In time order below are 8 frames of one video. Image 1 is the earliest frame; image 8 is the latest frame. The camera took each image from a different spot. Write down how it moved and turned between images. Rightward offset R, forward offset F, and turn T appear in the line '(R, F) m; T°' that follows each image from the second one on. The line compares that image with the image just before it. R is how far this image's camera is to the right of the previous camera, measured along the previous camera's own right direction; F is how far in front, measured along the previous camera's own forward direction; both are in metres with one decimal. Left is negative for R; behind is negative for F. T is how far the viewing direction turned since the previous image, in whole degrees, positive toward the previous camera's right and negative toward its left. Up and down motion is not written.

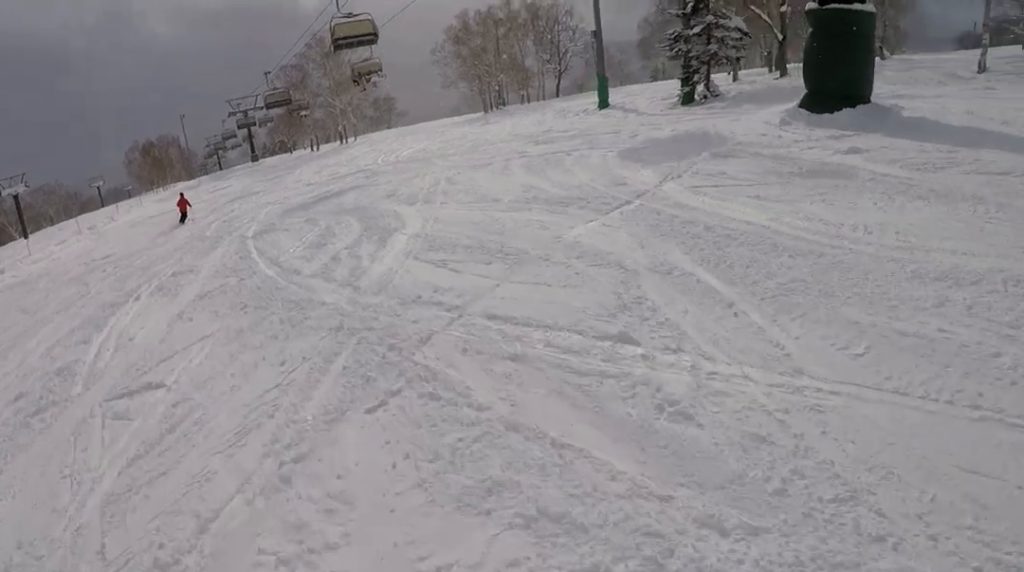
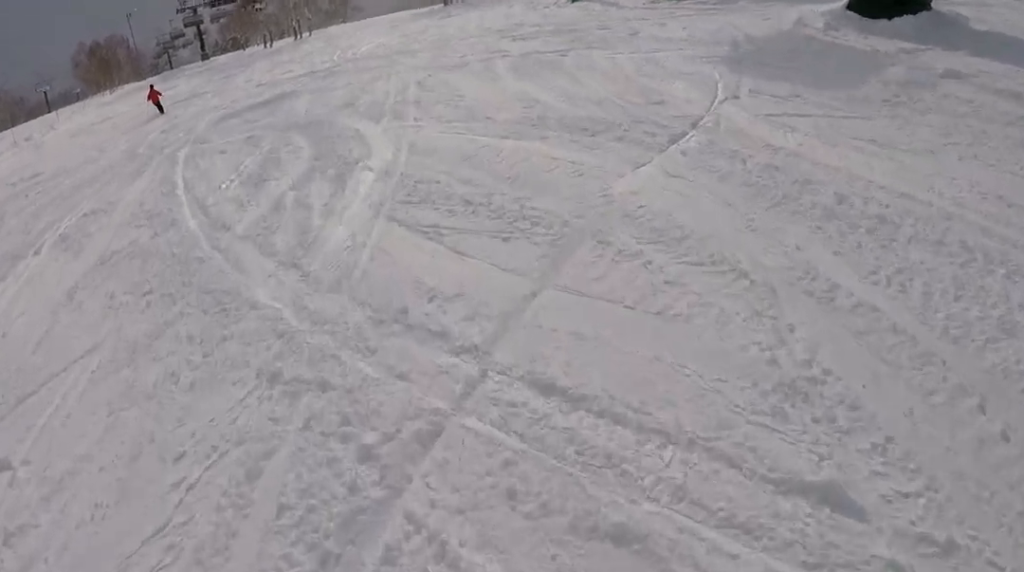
(0.0, +2.7) m; -2°
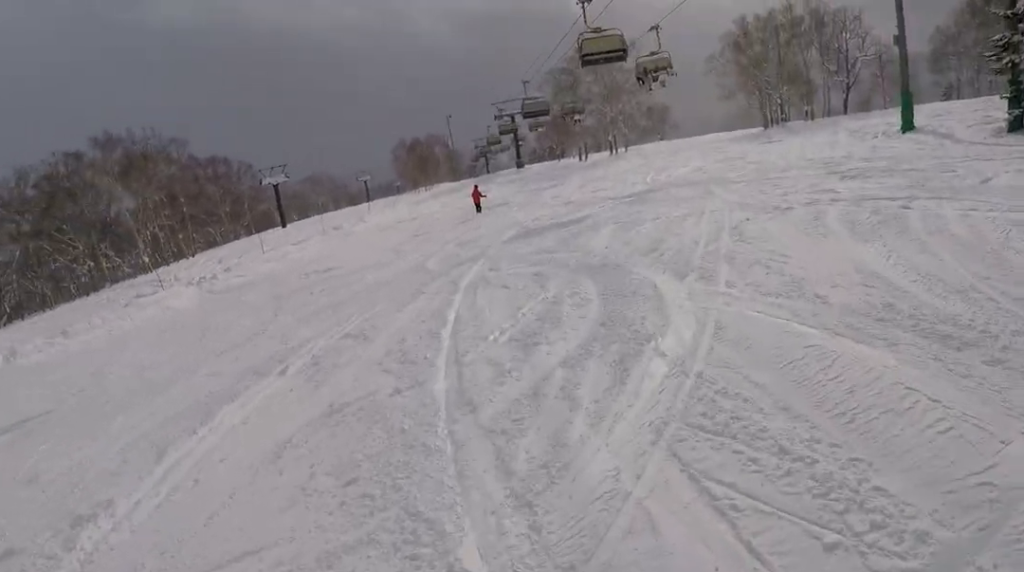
(0.0, +2.1) m; -4°
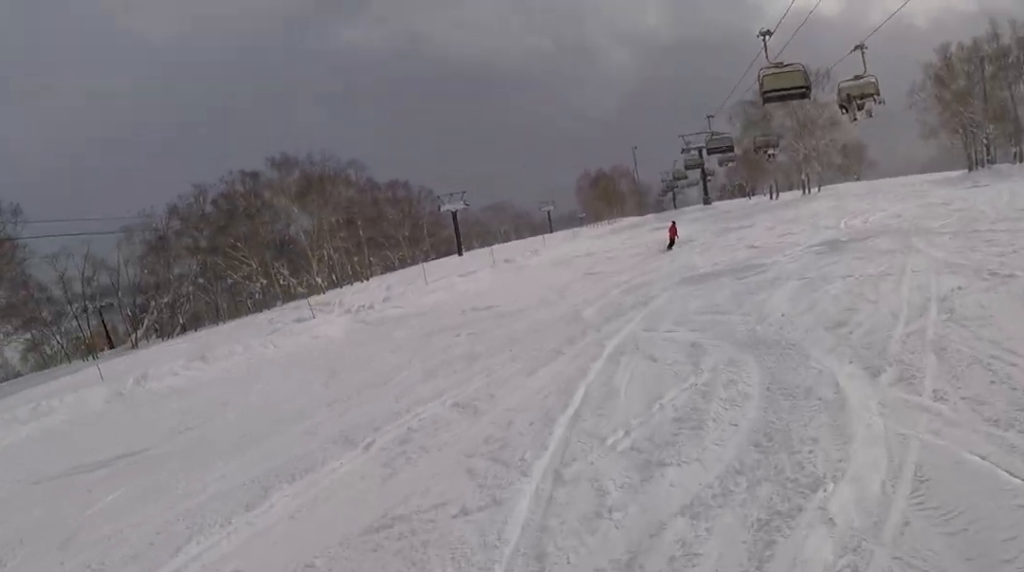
(-0.1, +2.5) m; -2°
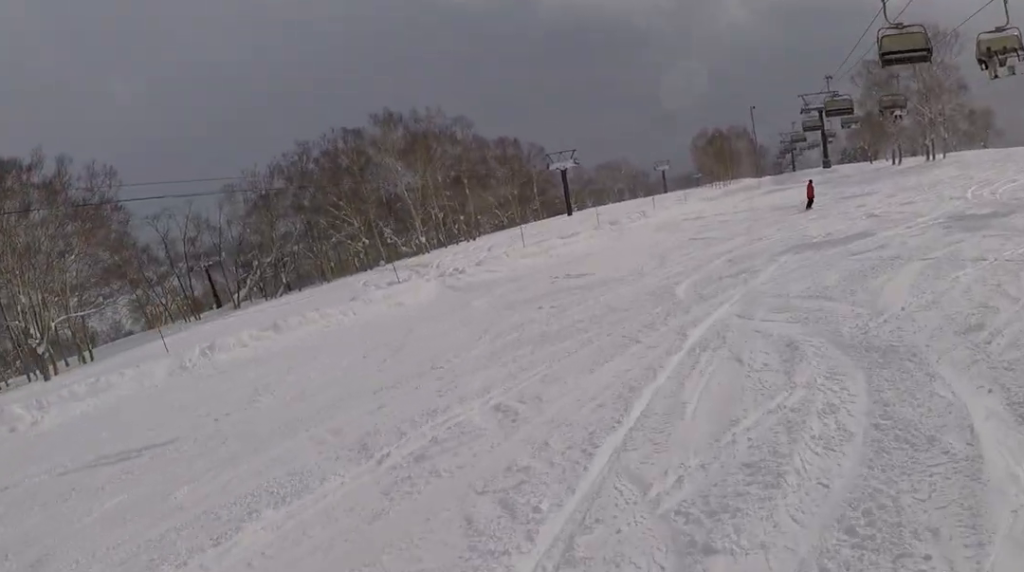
(-0.2, +2.1) m; +1°
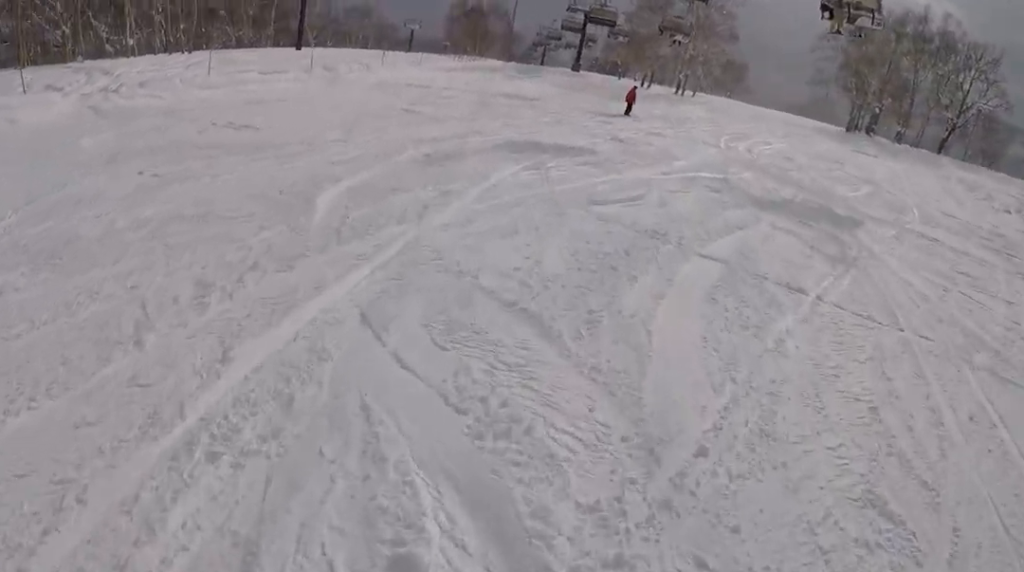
(+0.4, +6.0) m; +7°
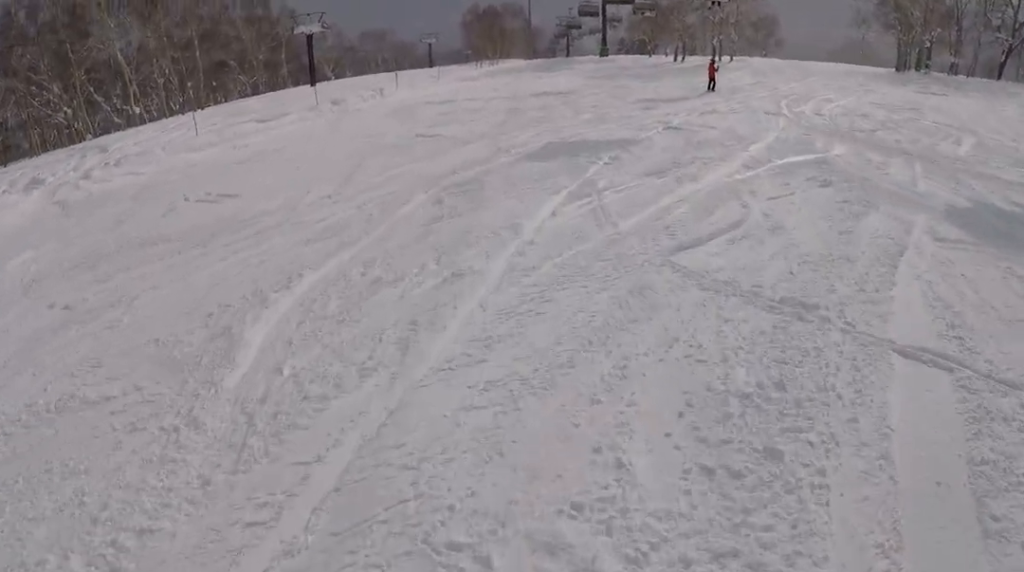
(+0.1, +3.8) m; +6°
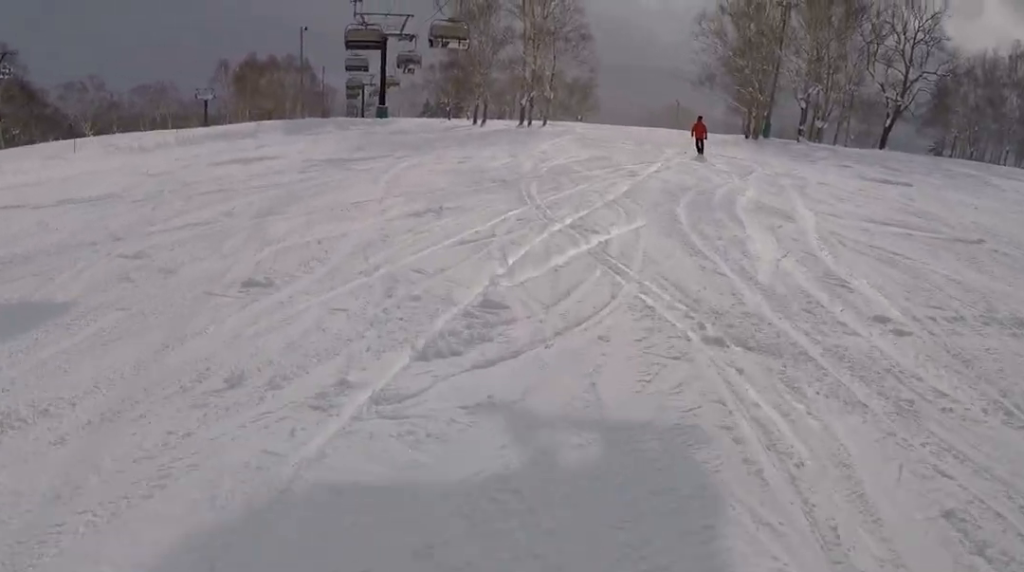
(+0.6, +21.5) m; -3°
